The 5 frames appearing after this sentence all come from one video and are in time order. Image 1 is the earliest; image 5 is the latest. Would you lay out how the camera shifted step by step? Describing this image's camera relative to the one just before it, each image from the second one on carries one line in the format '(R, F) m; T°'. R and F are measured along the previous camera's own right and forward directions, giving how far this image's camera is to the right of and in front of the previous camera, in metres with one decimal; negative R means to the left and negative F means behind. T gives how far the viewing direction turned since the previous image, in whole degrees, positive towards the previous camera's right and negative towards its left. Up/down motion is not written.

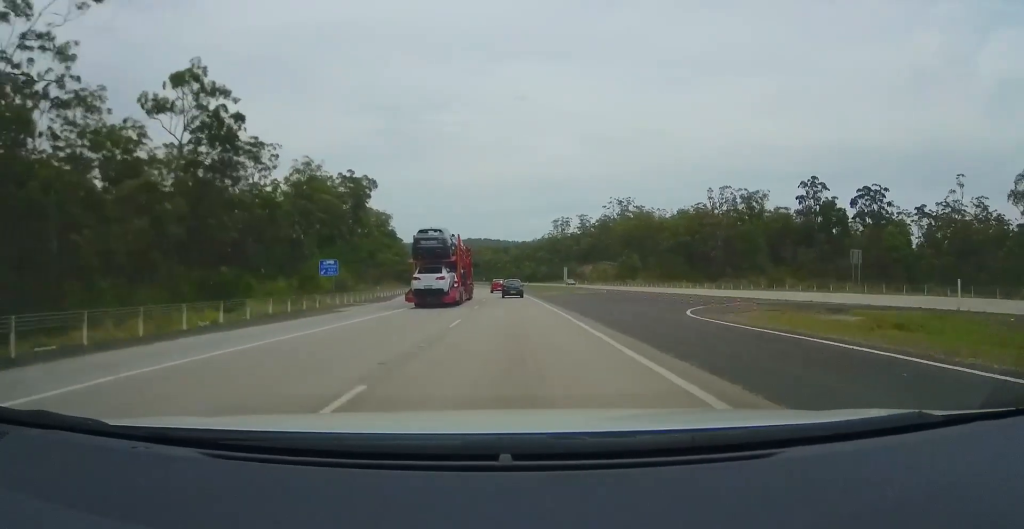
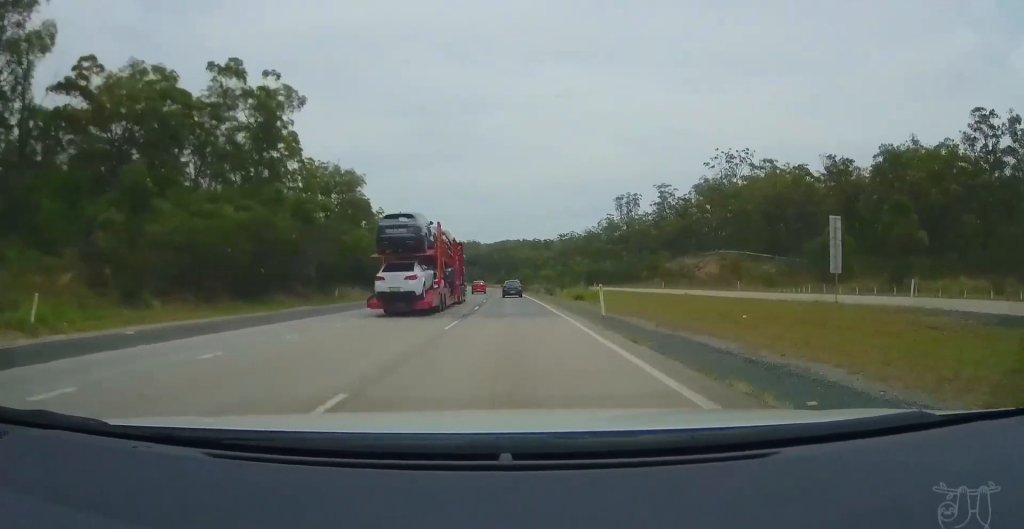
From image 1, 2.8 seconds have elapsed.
(-3.0, +84.5) m; -4°
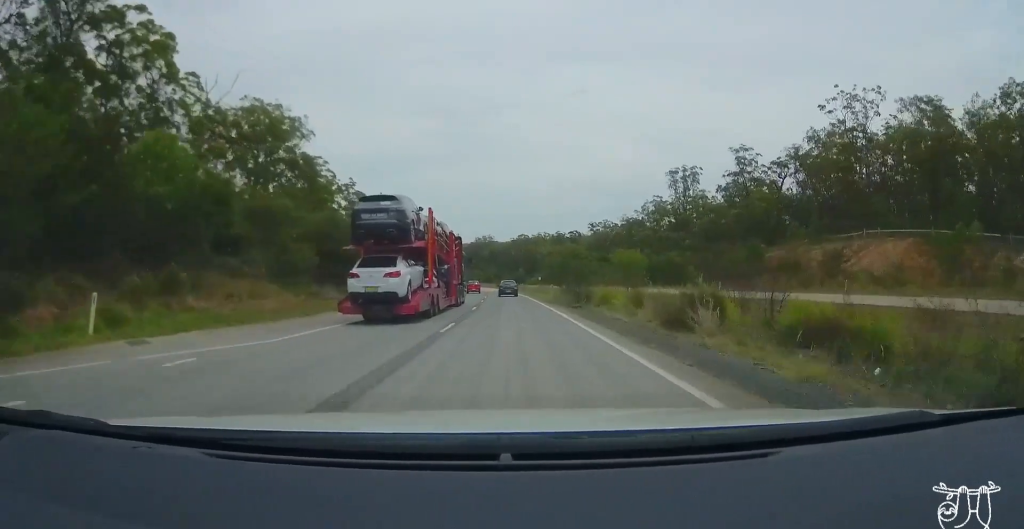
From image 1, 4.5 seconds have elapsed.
(-0.5, +49.3) m; -2°
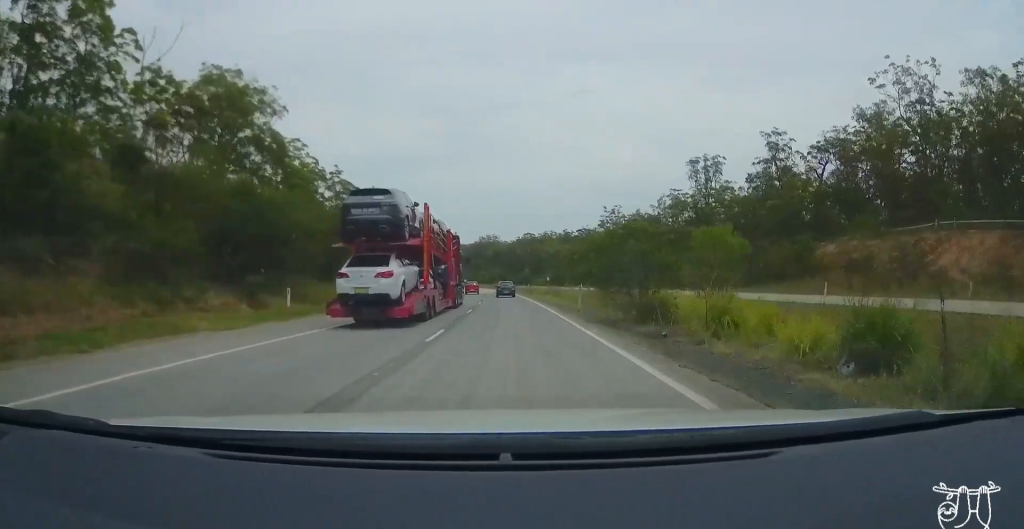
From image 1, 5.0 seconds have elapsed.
(-0.1, +14.4) m; -1°
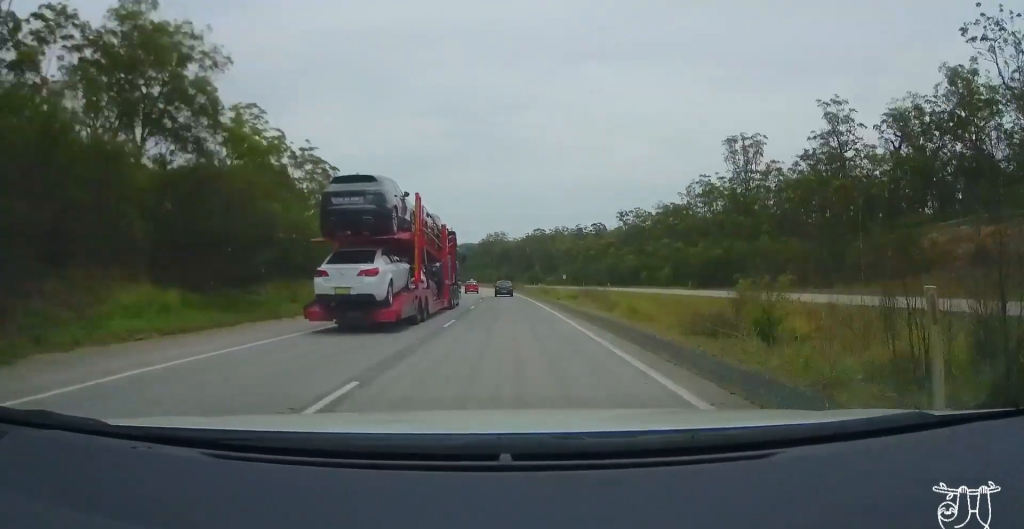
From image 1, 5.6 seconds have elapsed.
(-0.4, +19.3) m; 0°
